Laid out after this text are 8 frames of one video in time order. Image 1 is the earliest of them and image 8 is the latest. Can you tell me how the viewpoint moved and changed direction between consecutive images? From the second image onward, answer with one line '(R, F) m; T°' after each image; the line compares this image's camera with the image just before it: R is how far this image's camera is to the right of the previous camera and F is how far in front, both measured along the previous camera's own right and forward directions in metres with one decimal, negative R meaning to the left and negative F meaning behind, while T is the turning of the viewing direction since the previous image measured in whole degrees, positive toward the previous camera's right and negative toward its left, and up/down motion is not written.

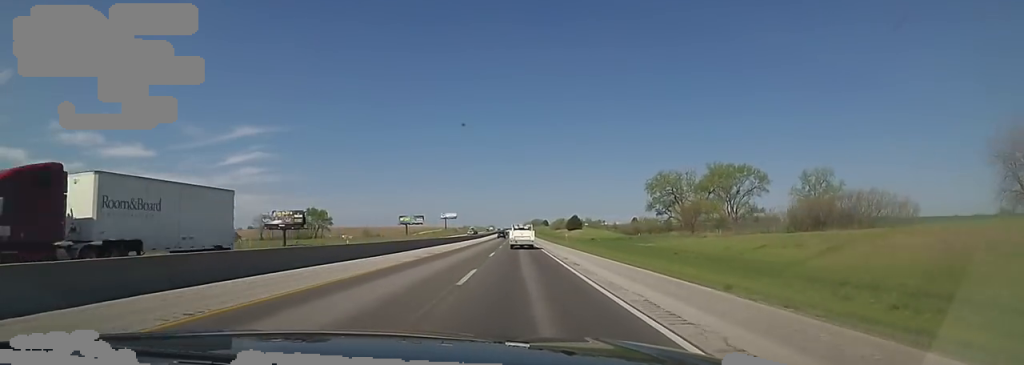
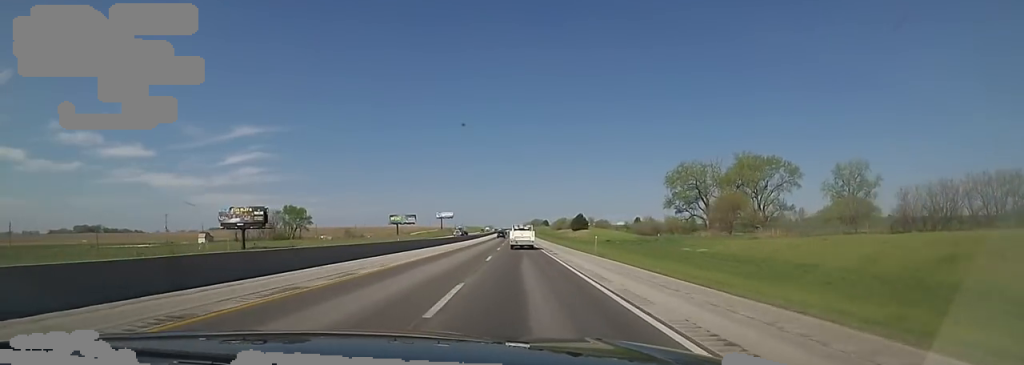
(-0.1, +20.1) m; -1°
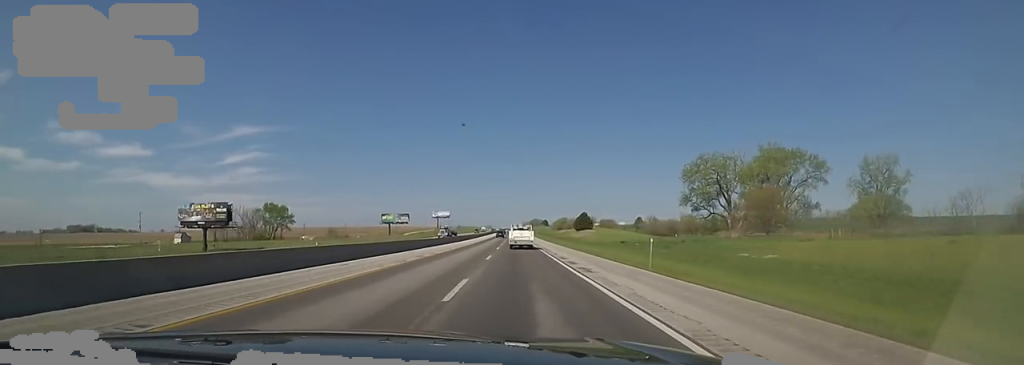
(-0.3, +14.2) m; -1°
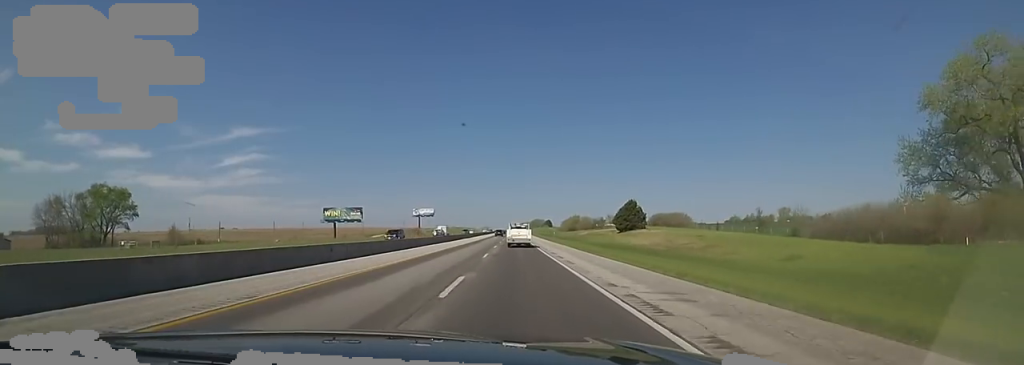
(-0.8, +74.5) m; 0°
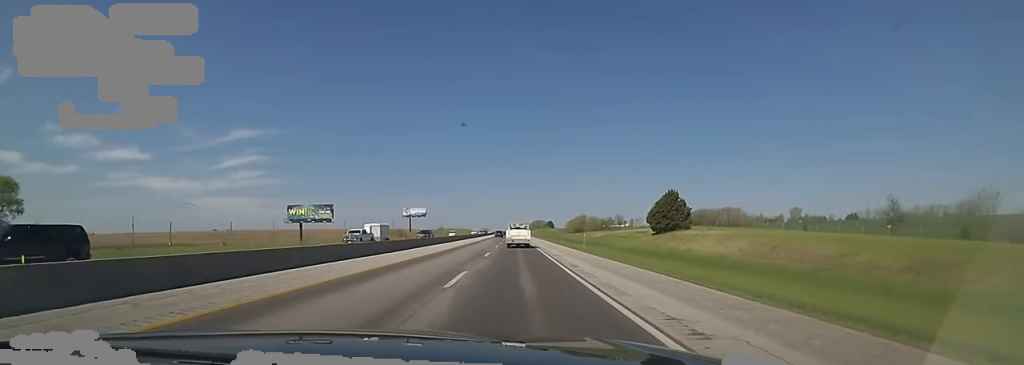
(+0.2, +27.6) m; +1°
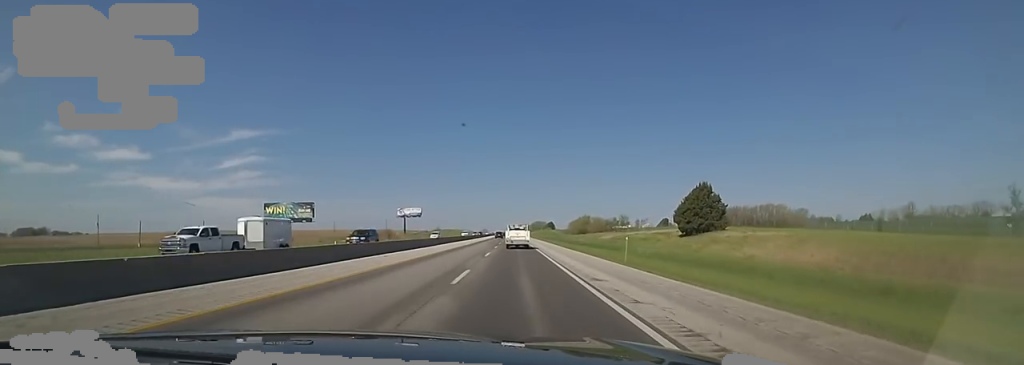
(0.0, +15.1) m; 0°
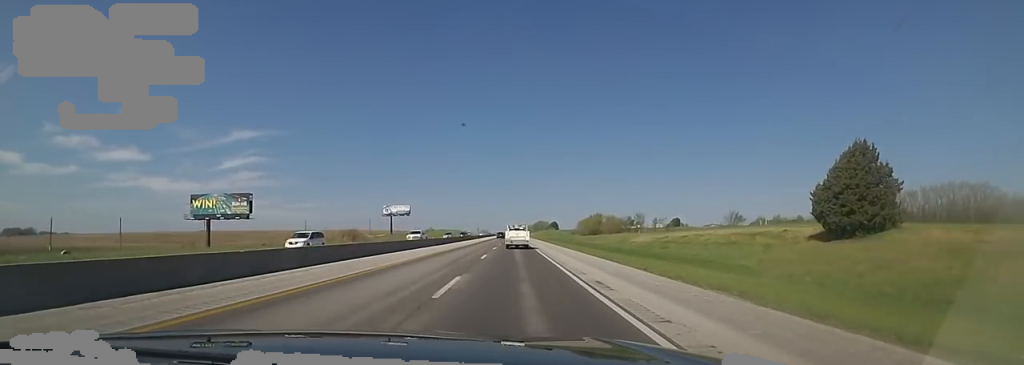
(+0.1, +33.4) m; -1°
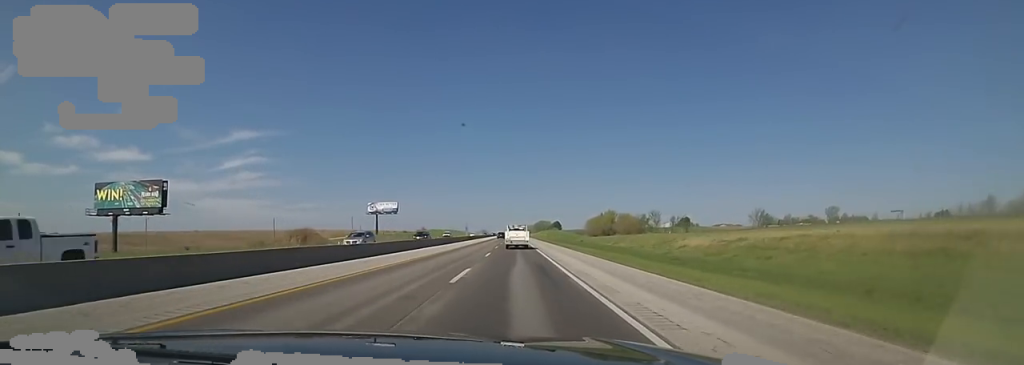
(-0.6, +27.7) m; -1°
